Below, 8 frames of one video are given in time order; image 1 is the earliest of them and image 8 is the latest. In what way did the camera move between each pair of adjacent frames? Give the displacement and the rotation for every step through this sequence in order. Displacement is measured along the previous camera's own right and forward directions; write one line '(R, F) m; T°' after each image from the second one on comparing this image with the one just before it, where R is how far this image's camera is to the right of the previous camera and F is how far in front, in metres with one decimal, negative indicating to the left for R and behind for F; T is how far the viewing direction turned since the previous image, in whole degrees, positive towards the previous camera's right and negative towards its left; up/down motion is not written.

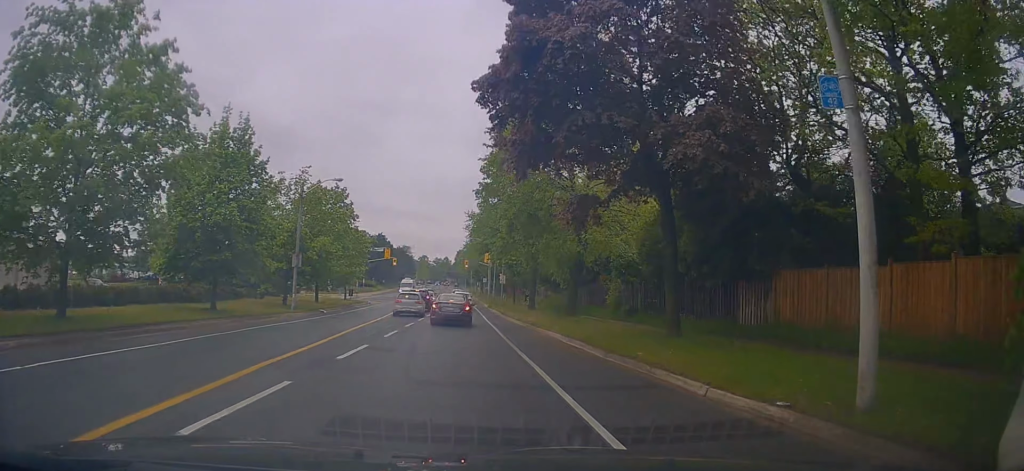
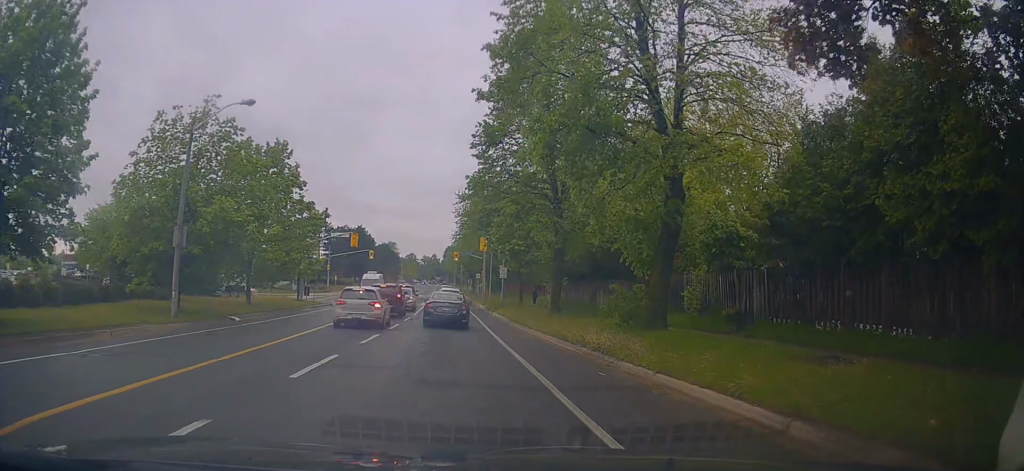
(-0.4, +15.4) m; -3°
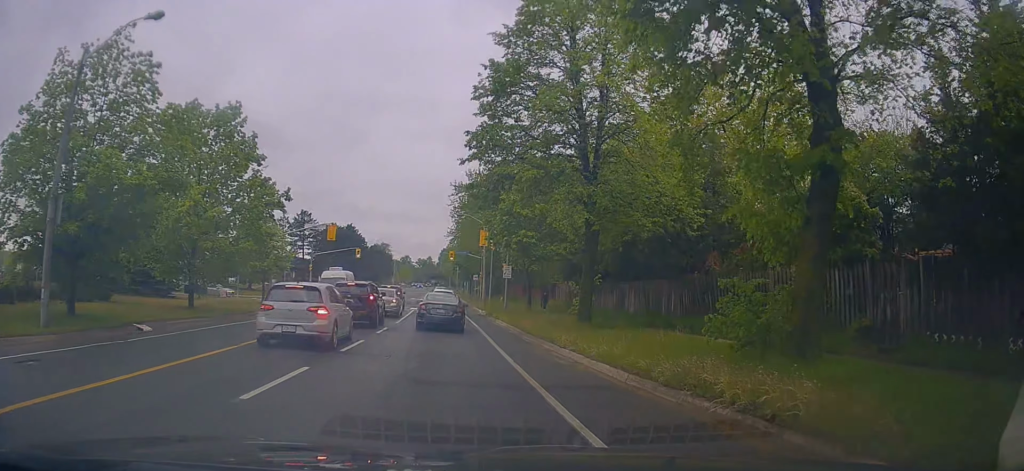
(0.0, +8.4) m; +1°
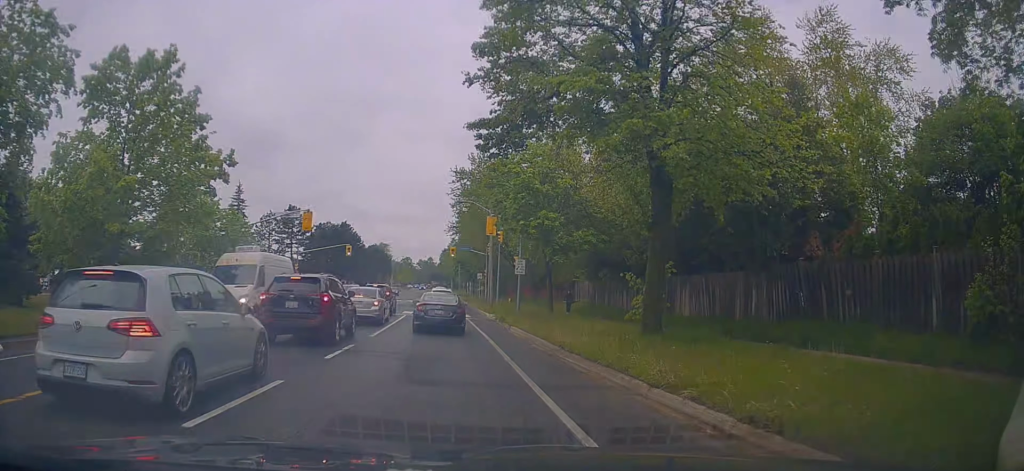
(0.0, +7.4) m; +2°
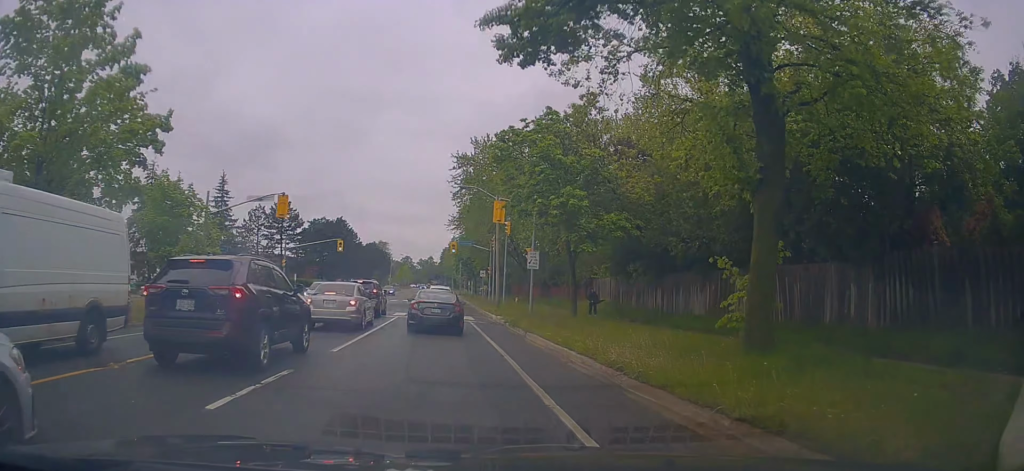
(+0.2, +5.3) m; +1°
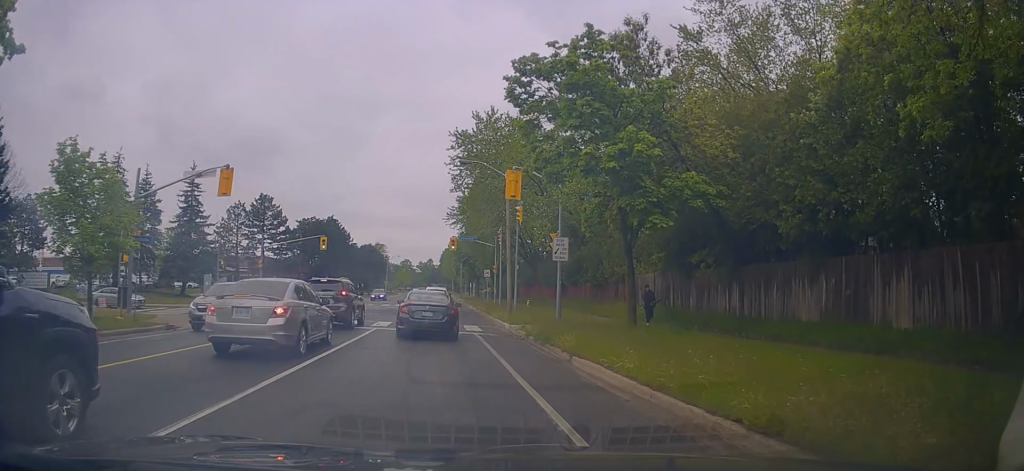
(+0.1, +6.9) m; +1°
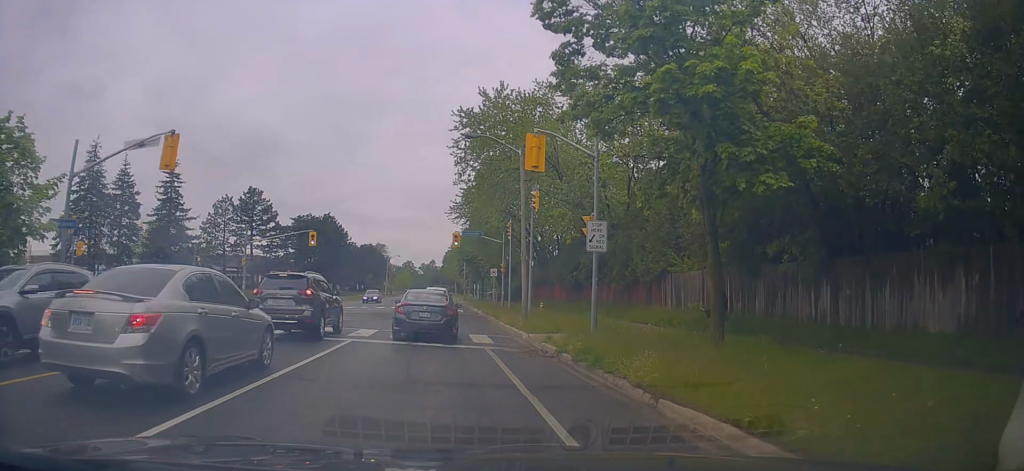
(-0.1, +5.0) m; +1°
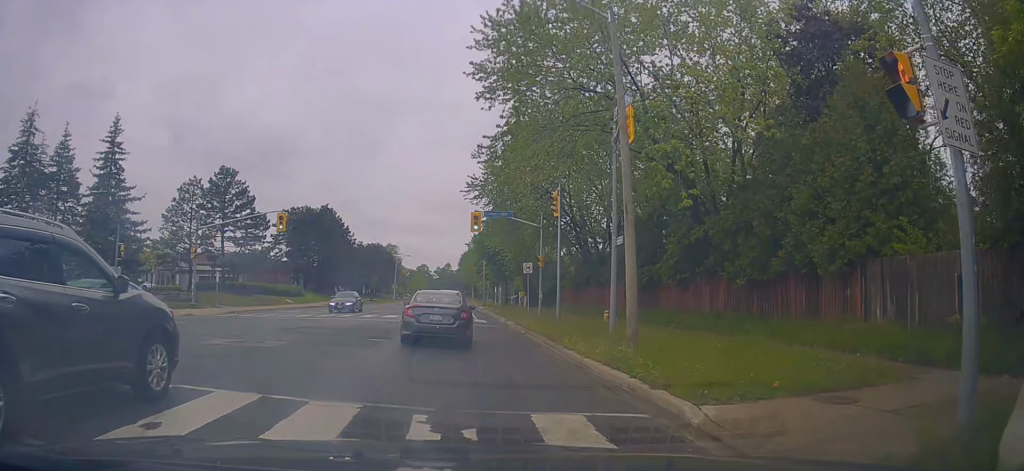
(0.0, +12.5) m; -3°
